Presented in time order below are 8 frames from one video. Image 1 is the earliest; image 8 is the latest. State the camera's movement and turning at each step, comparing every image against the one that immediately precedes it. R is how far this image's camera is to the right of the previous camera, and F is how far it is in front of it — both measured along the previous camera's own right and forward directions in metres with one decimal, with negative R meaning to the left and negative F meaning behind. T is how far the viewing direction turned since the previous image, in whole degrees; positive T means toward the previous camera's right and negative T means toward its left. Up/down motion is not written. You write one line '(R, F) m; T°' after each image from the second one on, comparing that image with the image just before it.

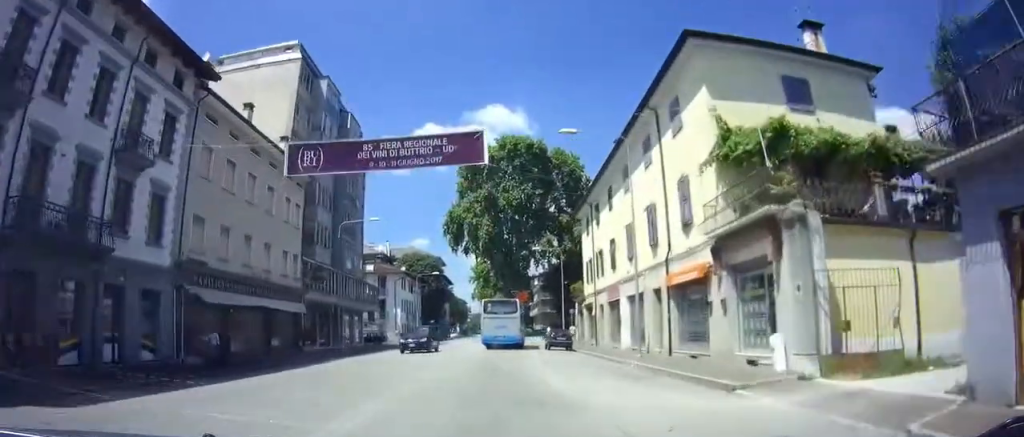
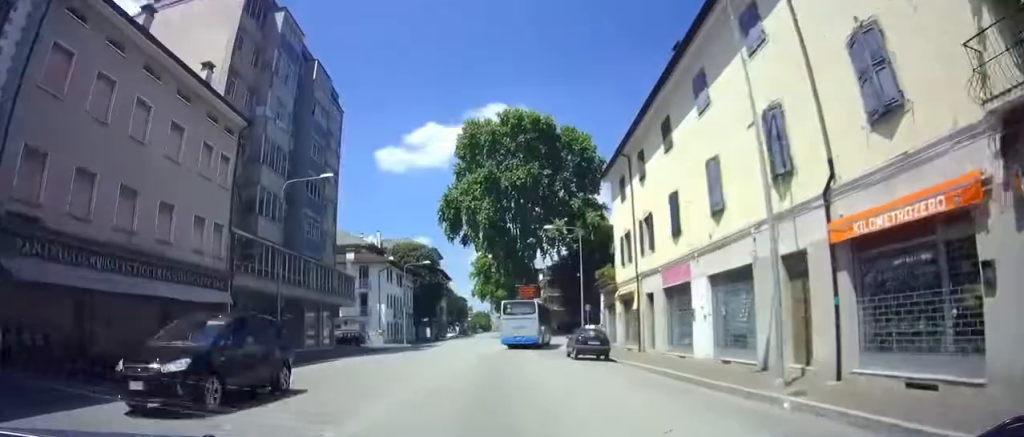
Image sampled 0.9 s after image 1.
(0.0, +10.6) m; -1°
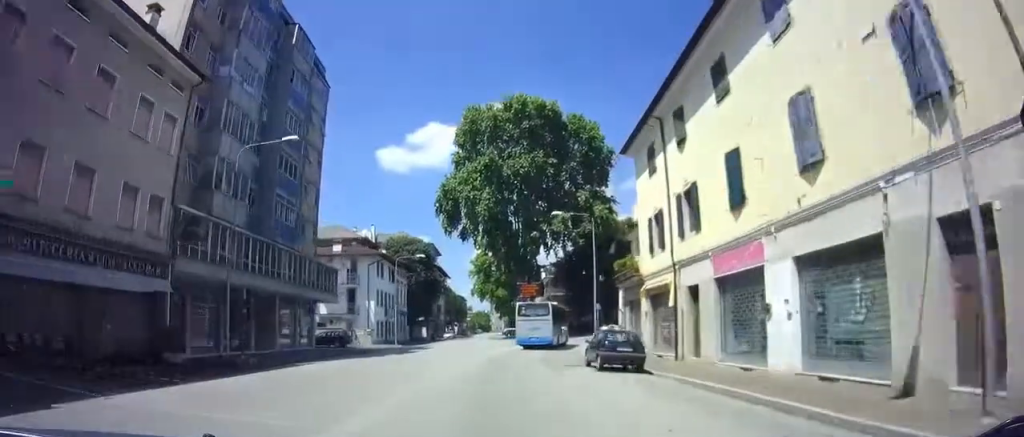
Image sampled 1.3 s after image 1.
(0.0, +5.7) m; 0°
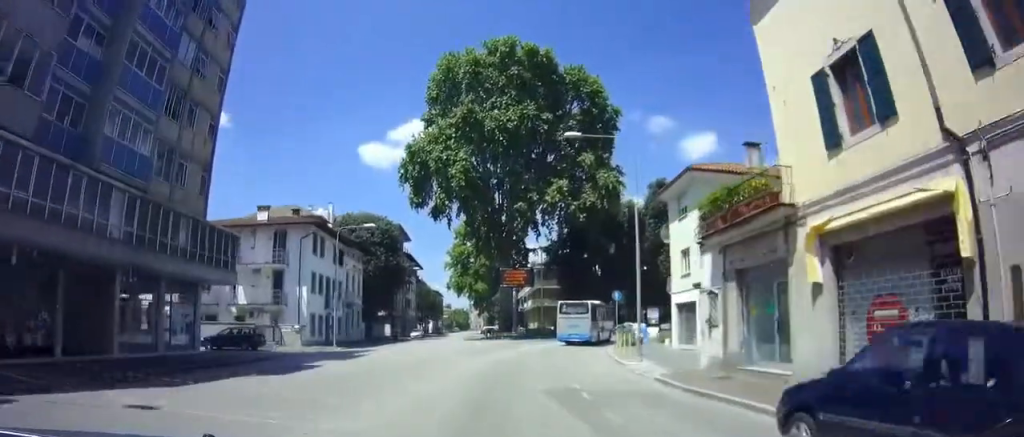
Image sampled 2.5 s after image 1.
(+0.2, +14.7) m; +5°
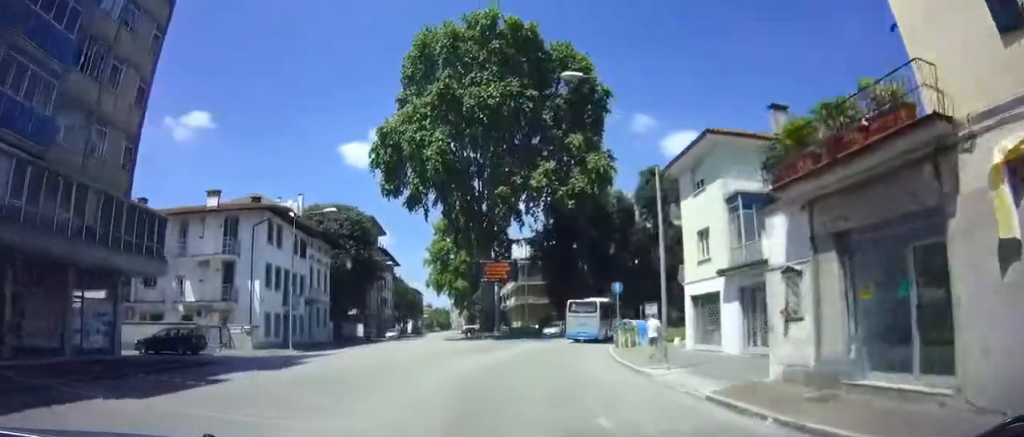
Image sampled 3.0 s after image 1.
(-0.2, +5.3) m; +3°
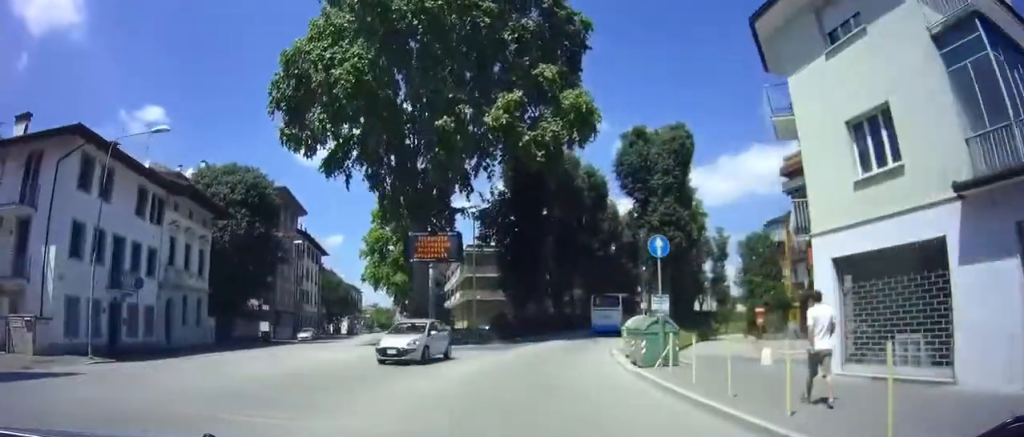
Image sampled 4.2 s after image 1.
(+1.5, +14.7) m; +6°
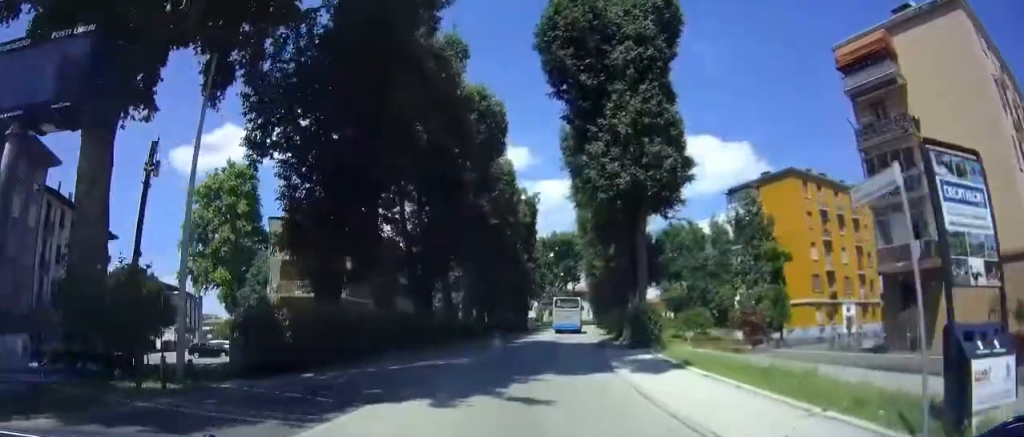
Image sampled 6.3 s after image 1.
(+0.1, +26.3) m; +3°
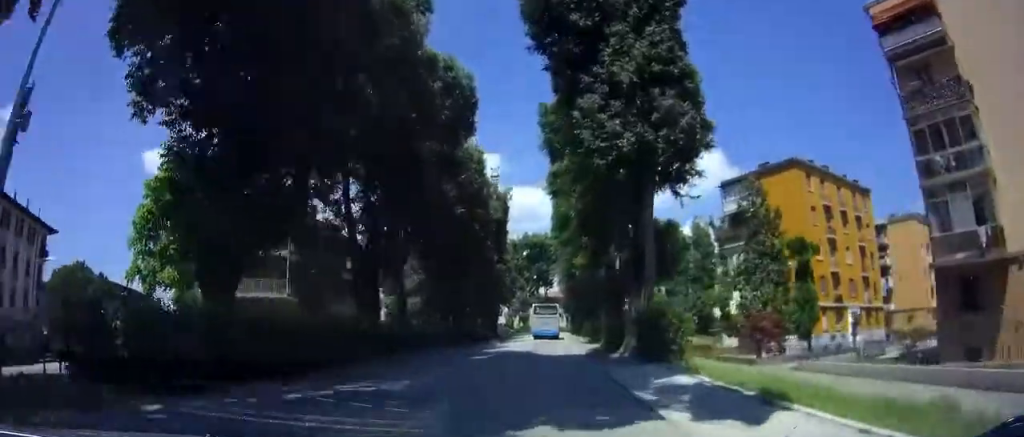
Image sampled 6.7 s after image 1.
(-0.2, +5.3) m; +3°
